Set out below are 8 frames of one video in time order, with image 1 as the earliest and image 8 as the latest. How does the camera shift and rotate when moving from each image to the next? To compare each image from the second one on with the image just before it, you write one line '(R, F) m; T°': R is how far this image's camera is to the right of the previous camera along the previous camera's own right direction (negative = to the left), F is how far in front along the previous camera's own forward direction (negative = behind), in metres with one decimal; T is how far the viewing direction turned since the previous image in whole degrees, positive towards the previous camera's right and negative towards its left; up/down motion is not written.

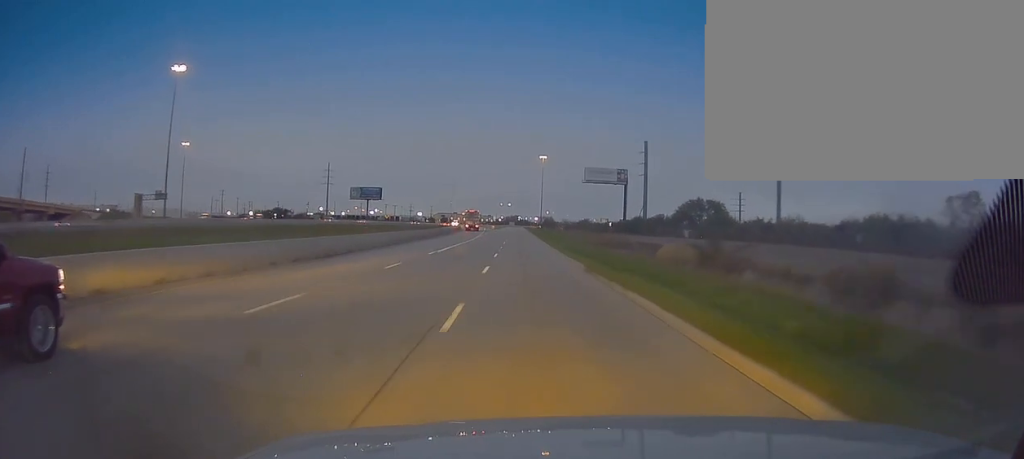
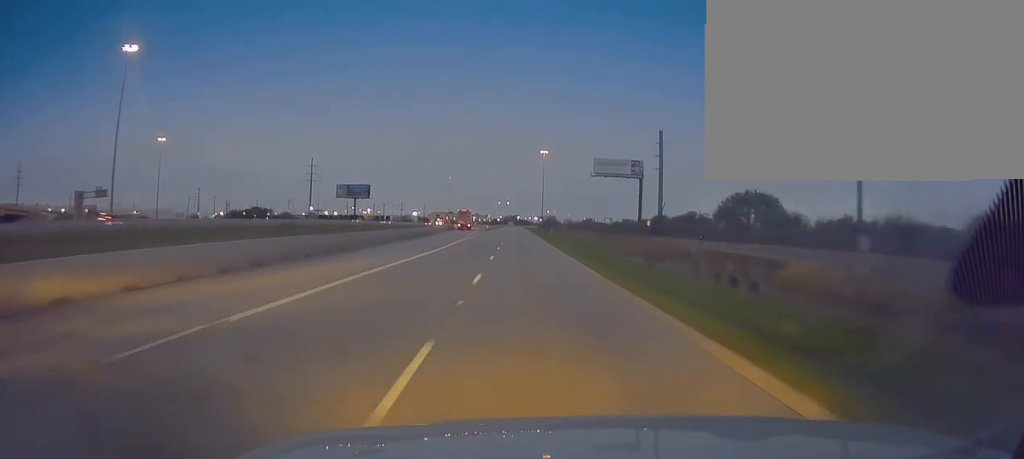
(0.0, +28.7) m; 0°
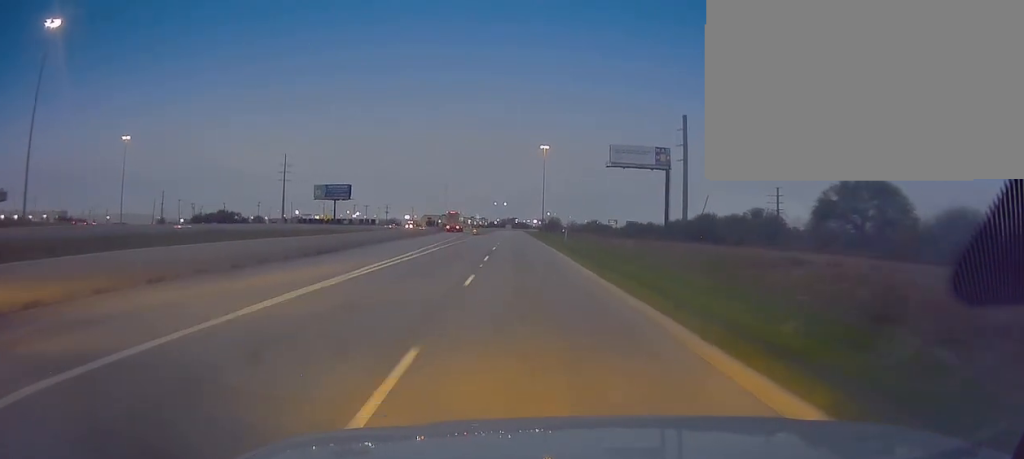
(-0.2, +36.8) m; -1°
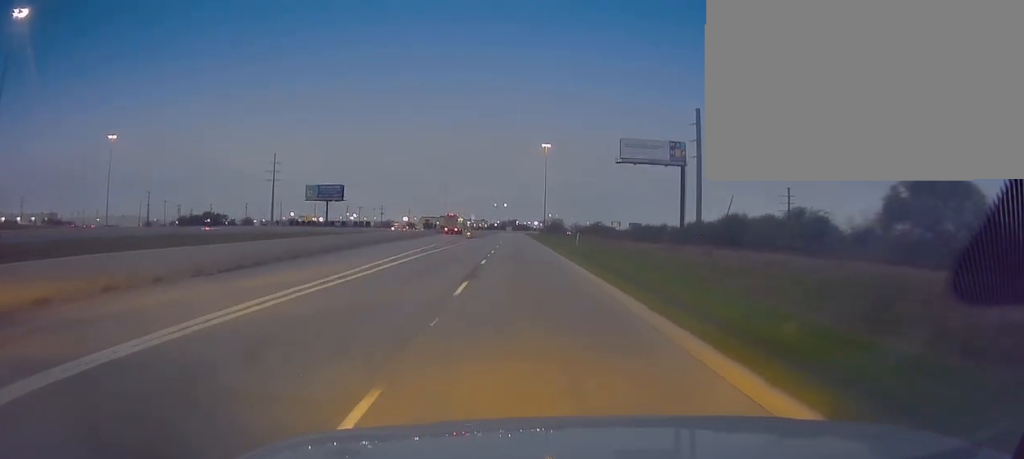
(0.0, +14.4) m; 0°
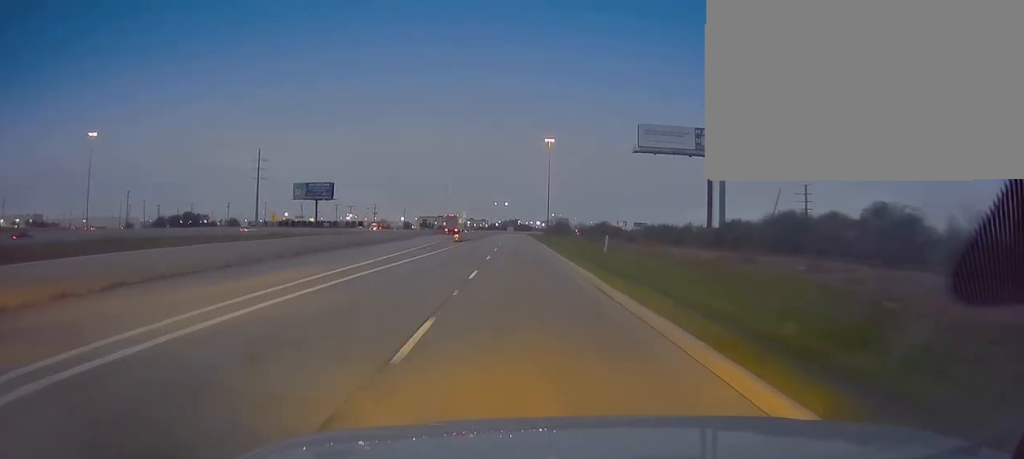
(0.0, +19.7) m; 0°
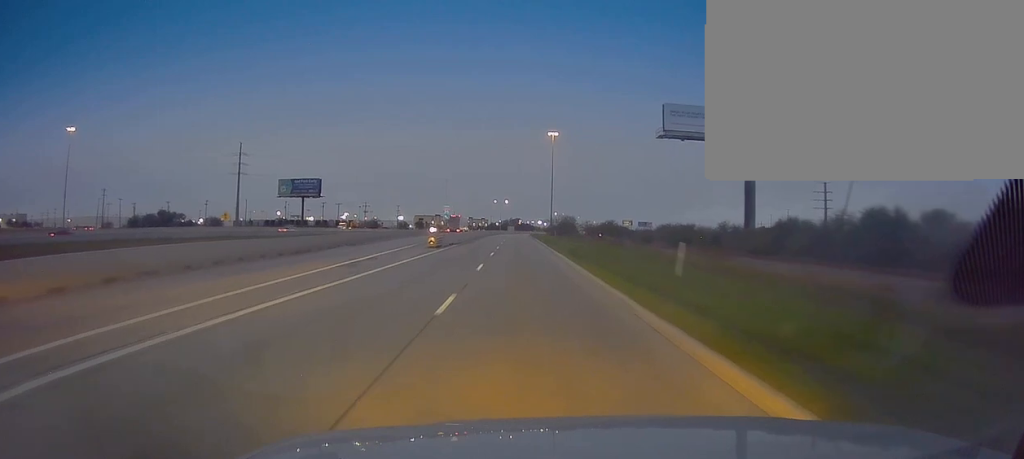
(0.0, +21.5) m; 0°
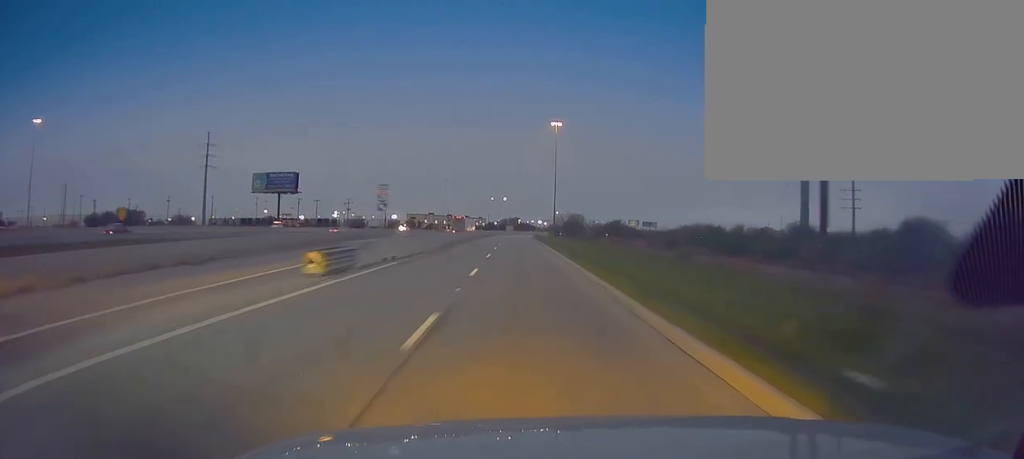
(+0.3, +28.3) m; +1°
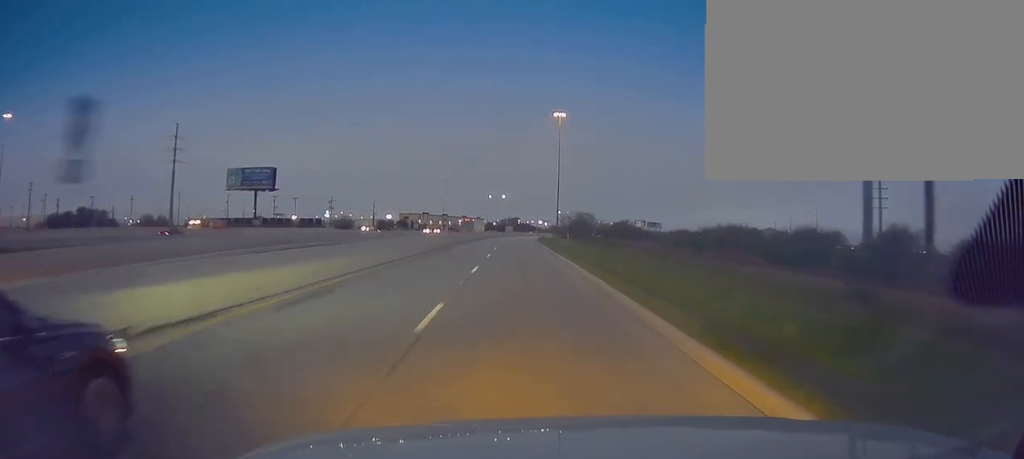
(0.0, +23.6) m; 0°
